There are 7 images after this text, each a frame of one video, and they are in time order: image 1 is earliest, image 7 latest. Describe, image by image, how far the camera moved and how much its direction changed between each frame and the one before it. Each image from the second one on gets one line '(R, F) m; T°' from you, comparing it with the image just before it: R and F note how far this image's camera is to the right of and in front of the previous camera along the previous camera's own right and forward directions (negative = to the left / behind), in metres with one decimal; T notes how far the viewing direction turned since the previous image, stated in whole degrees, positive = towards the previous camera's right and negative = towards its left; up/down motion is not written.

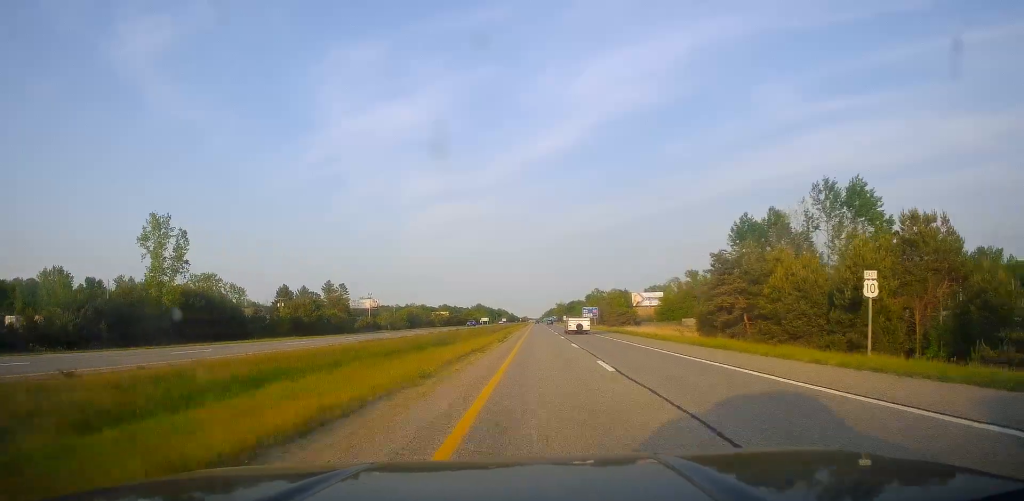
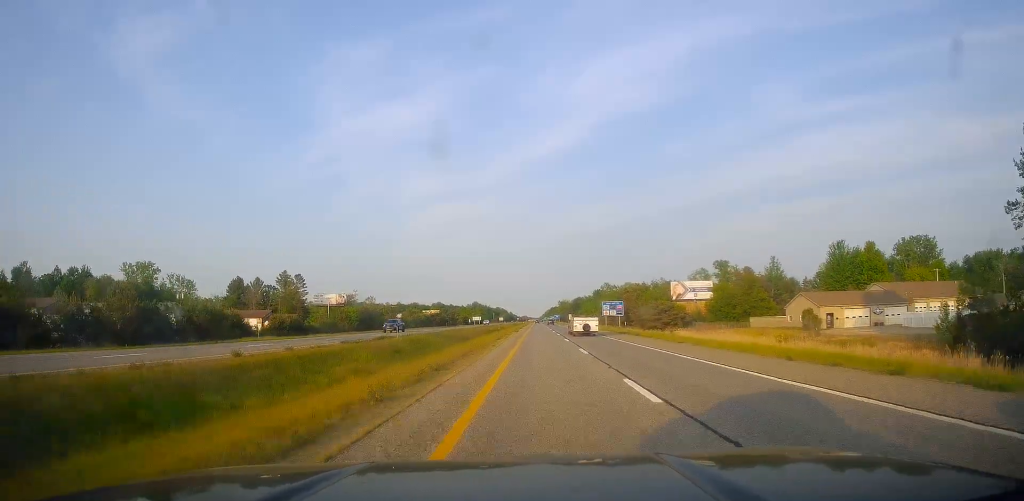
(0.0, +52.6) m; 0°
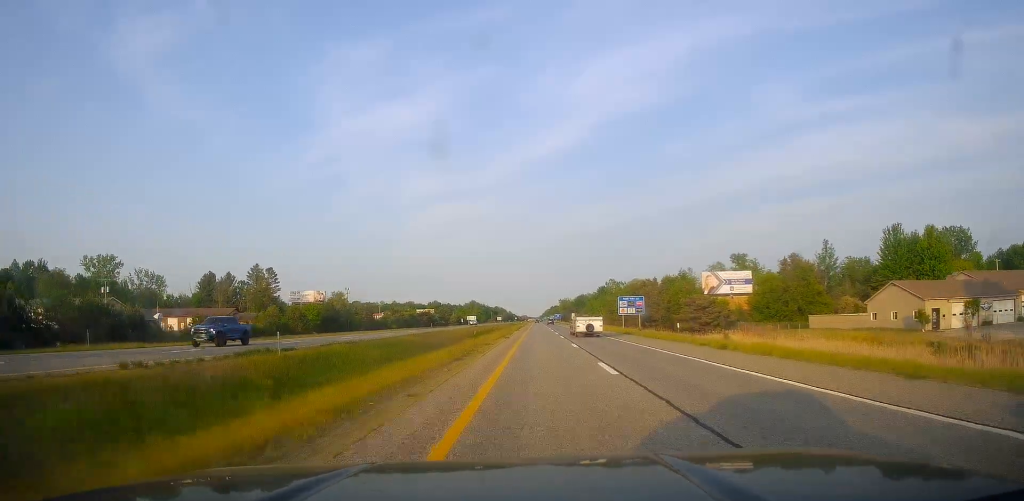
(0.0, +25.1) m; 0°
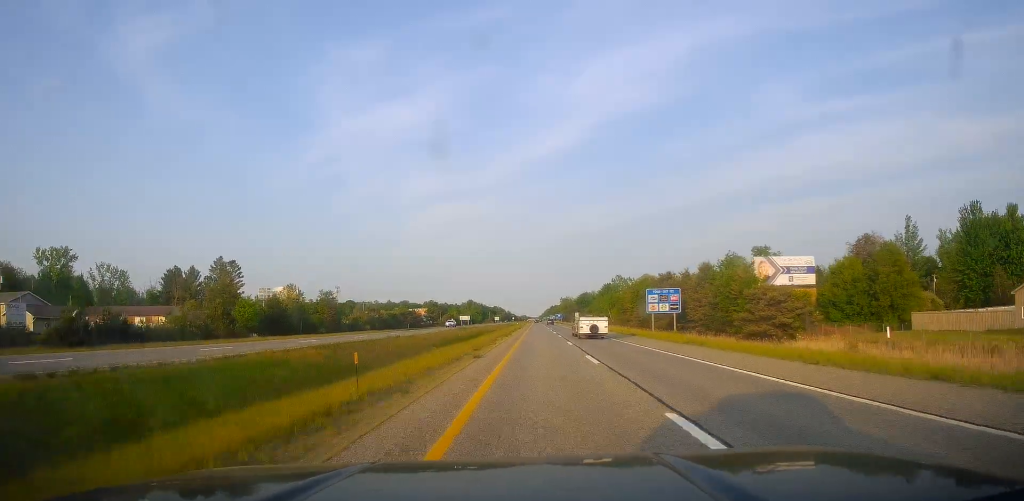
(0.0, +26.3) m; 0°
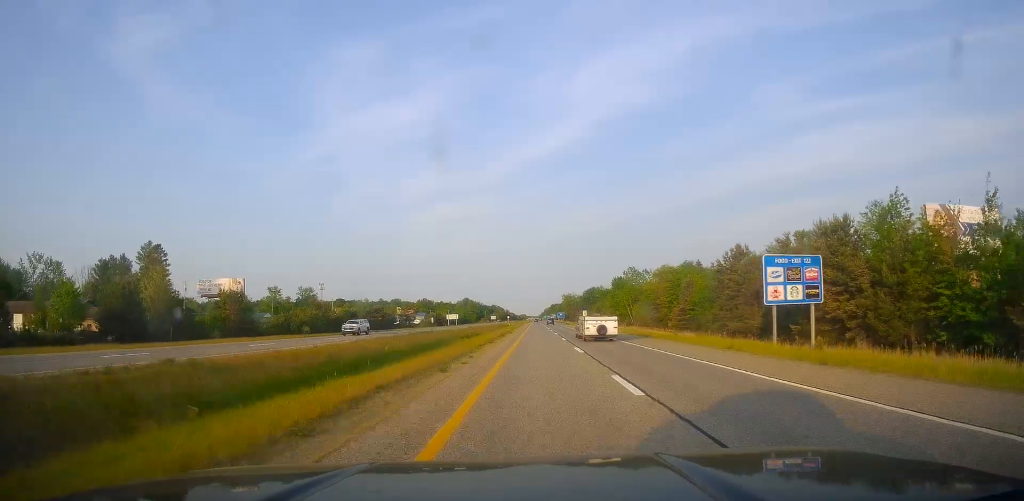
(+0.1, +39.4) m; +1°
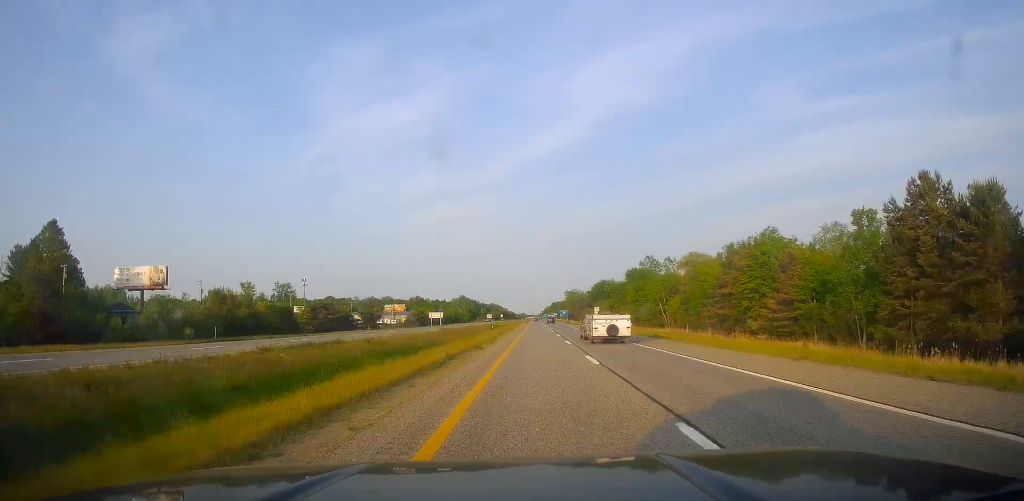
(+0.4, +38.2) m; 0°
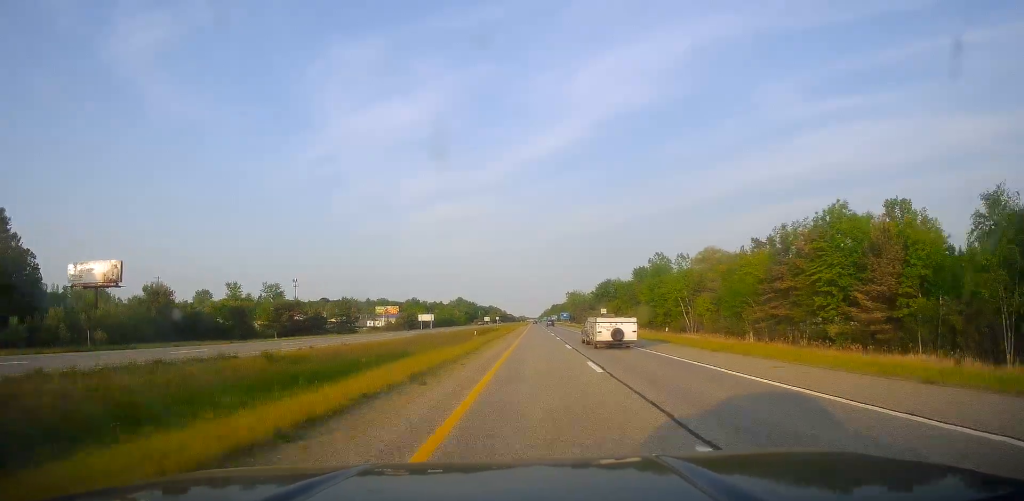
(-0.3, +16.8) m; 0°
